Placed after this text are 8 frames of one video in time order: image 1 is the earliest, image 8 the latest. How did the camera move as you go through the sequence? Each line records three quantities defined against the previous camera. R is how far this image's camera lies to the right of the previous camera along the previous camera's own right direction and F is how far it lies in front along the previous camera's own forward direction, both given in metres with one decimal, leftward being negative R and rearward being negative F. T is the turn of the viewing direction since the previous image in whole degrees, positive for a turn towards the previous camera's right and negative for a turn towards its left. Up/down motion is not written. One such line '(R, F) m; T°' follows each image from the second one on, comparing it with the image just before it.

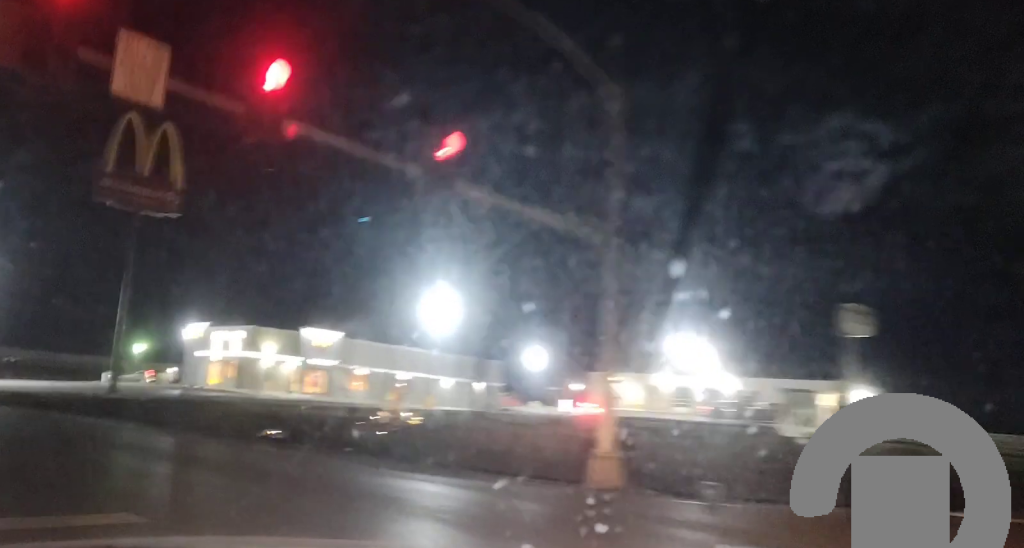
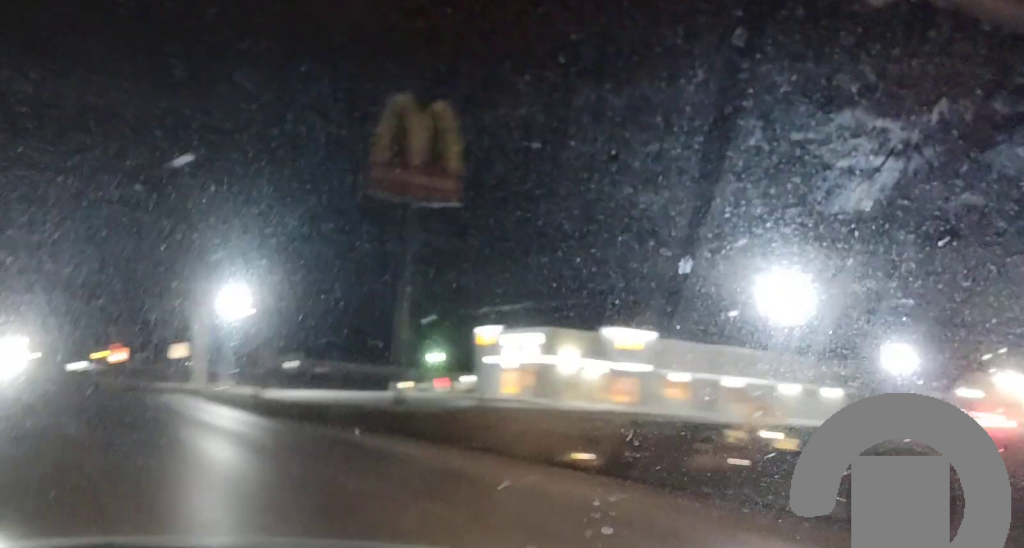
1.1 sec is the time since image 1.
(-0.9, +6.7) m; -17°
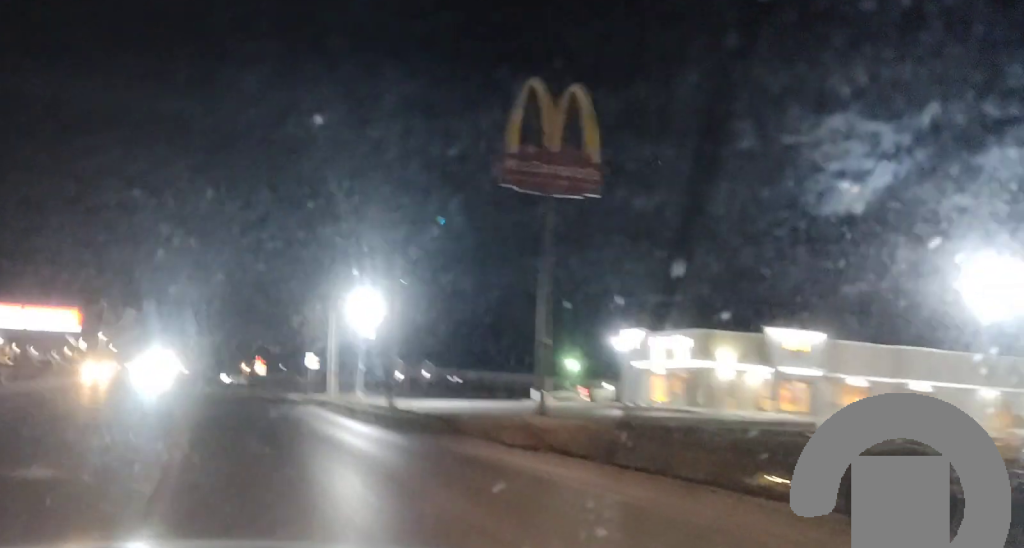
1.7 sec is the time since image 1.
(-0.3, +3.5) m; -7°
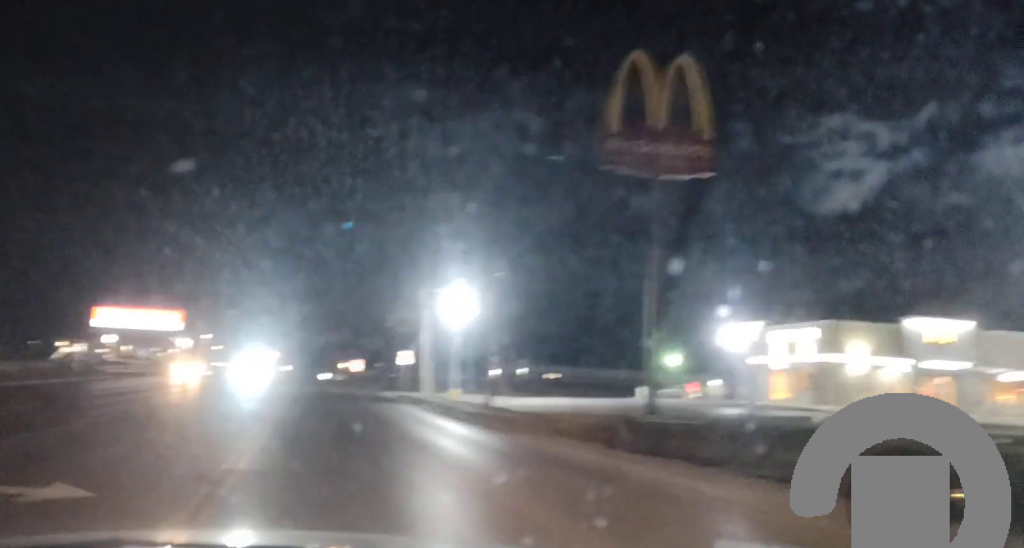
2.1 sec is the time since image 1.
(-0.2, +2.9) m; -4°
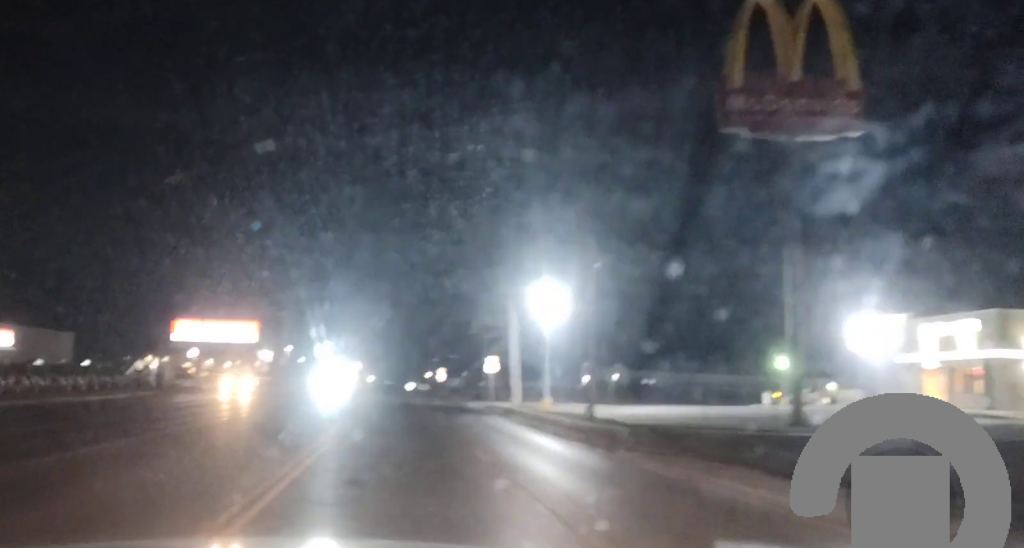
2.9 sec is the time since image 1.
(-0.2, +5.5) m; -6°
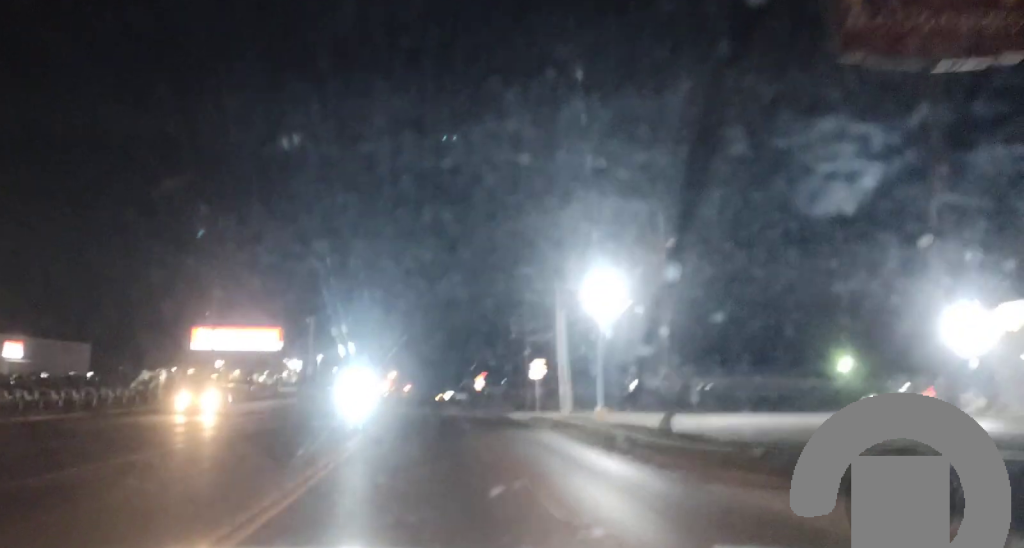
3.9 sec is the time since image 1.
(-0.5, +7.4) m; -6°
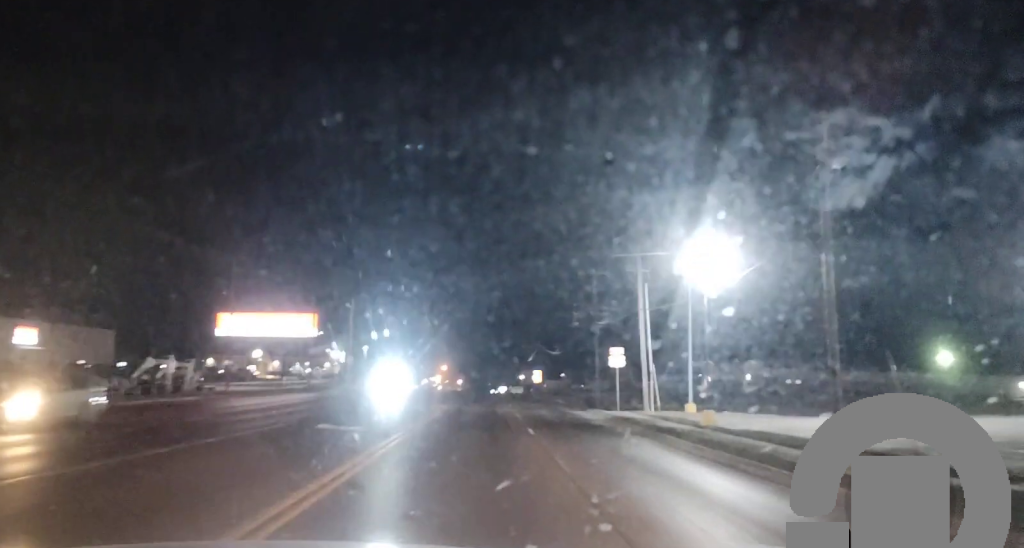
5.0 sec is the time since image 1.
(-0.5, +9.6) m; -4°
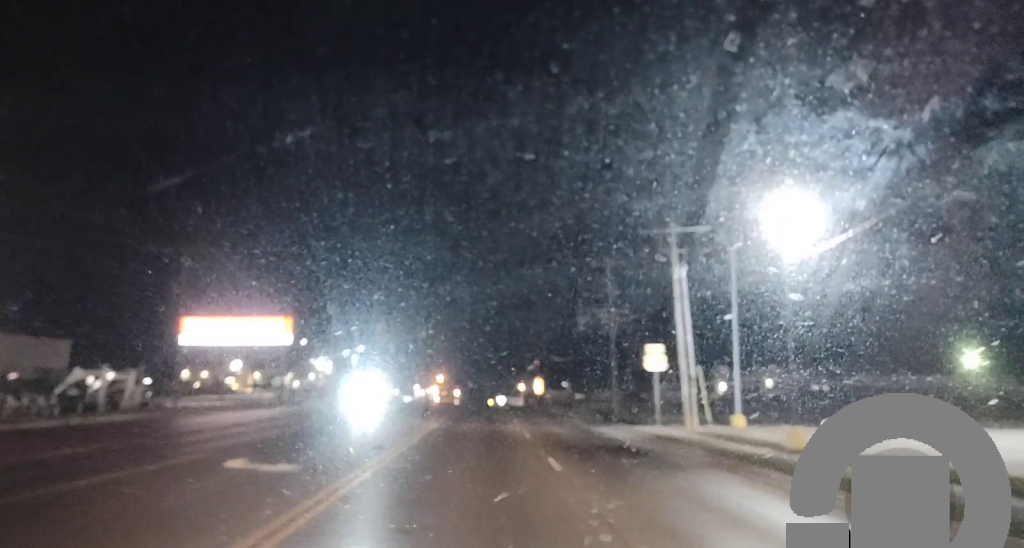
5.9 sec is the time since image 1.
(-0.2, +9.2) m; -1°
